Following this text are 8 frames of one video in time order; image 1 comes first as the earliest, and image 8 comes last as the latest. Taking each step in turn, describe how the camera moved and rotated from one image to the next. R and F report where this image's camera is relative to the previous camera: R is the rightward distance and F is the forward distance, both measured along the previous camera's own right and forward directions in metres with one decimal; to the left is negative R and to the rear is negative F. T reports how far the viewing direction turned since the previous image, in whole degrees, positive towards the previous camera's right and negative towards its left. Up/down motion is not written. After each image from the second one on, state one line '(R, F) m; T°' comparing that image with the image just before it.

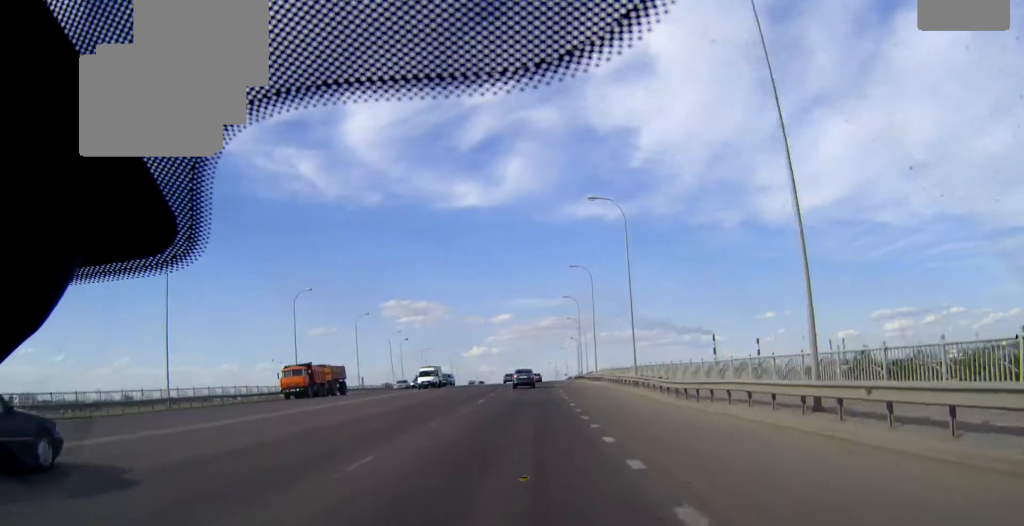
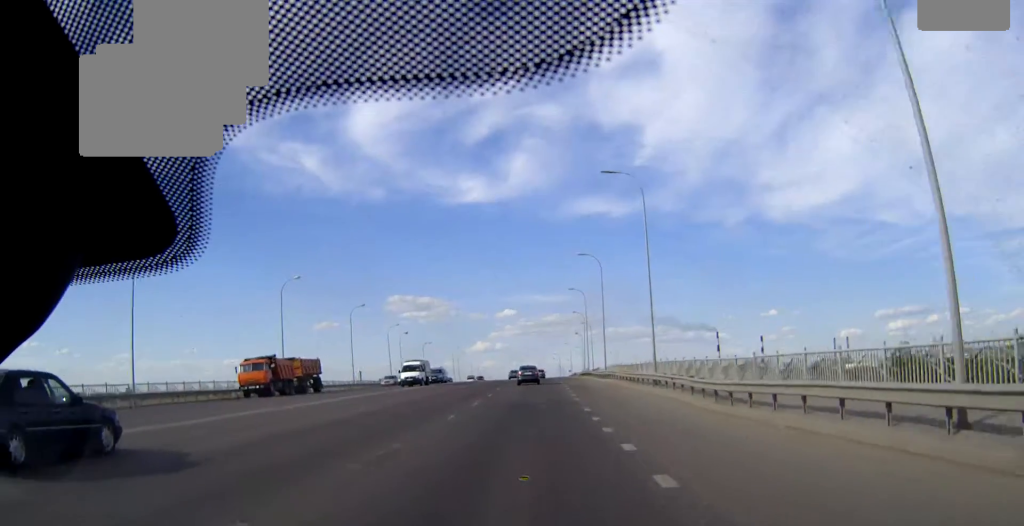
(0.0, +5.6) m; 0°
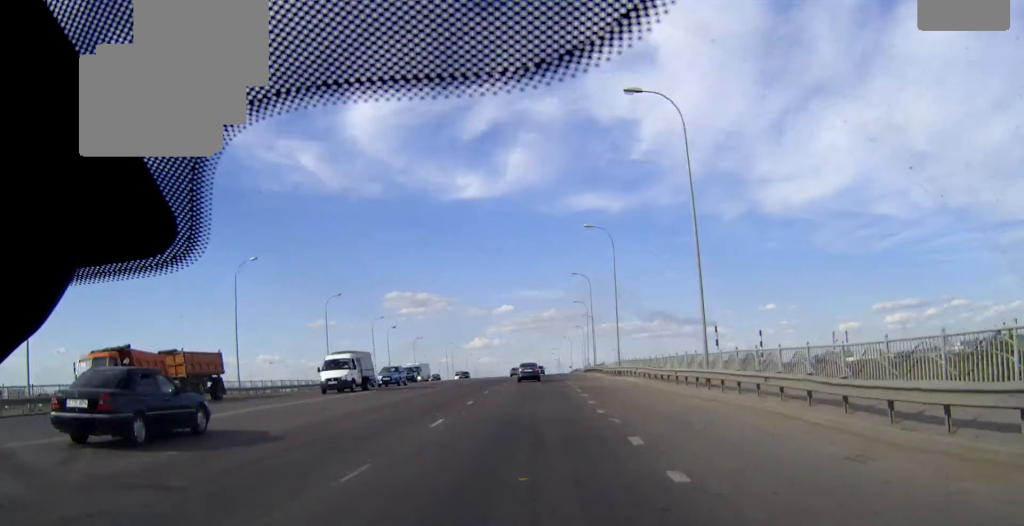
(0.0, +11.8) m; 0°
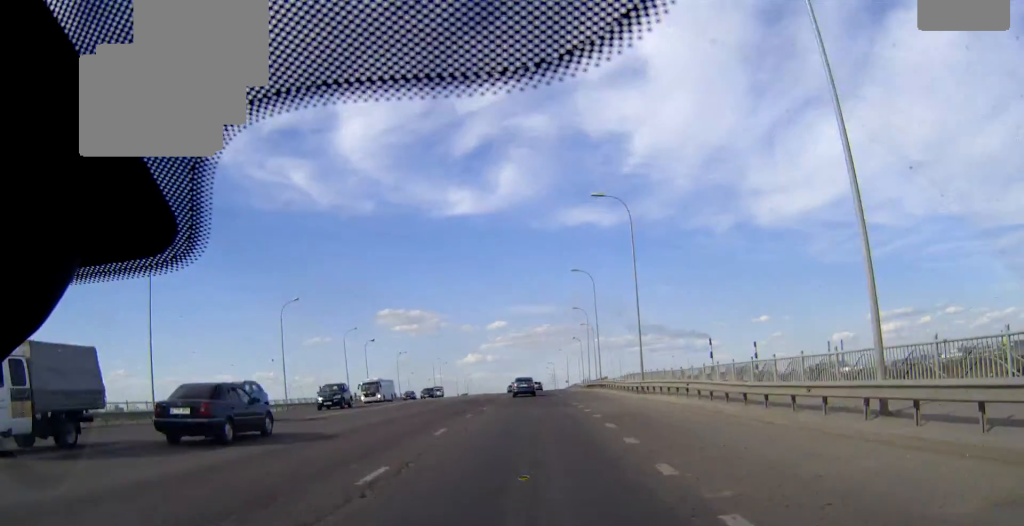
(0.0, +14.6) m; 0°
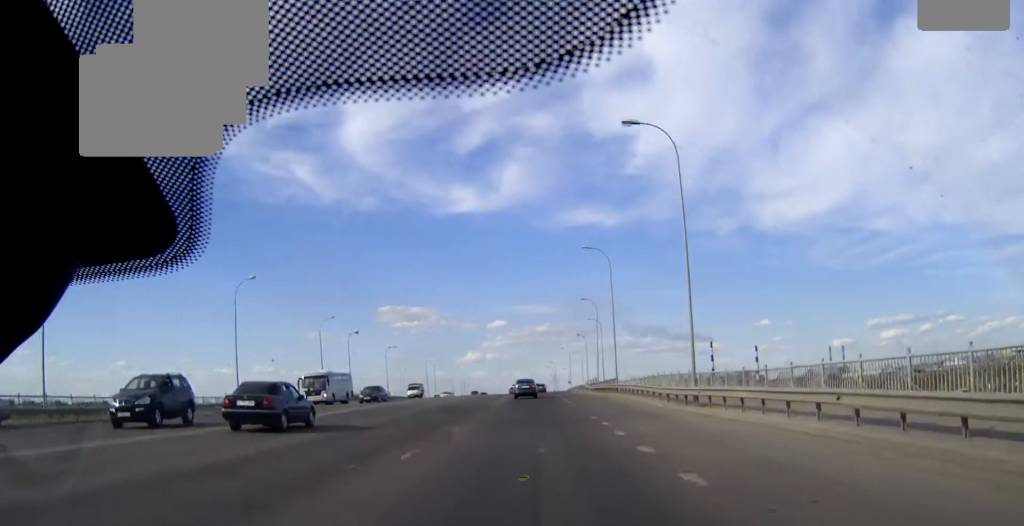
(0.0, +13.3) m; 0°
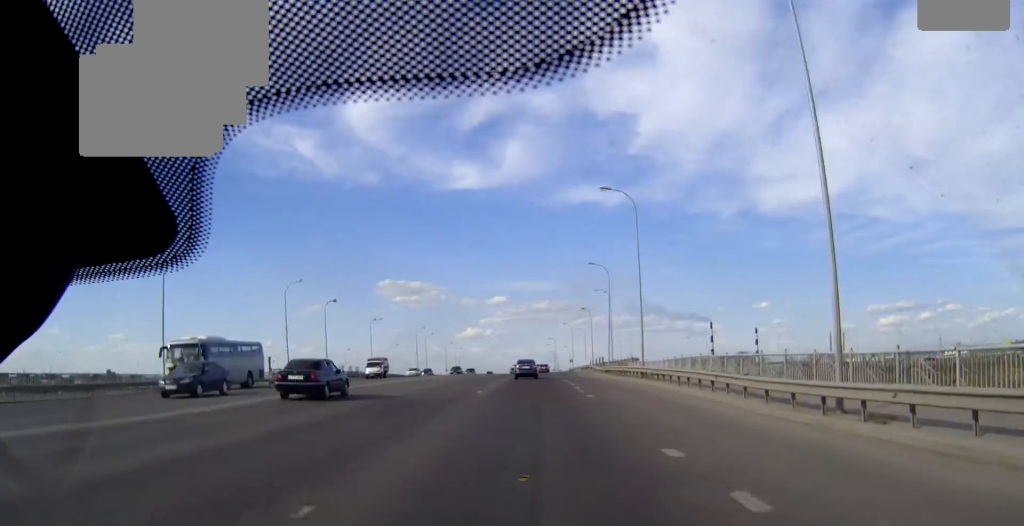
(0.0, +14.2) m; 0°
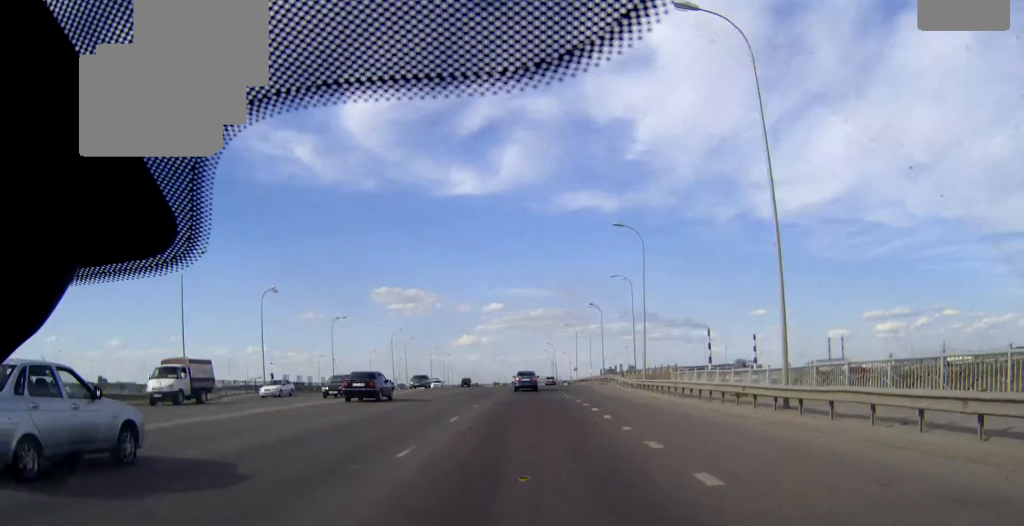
(+0.1, +25.9) m; 0°
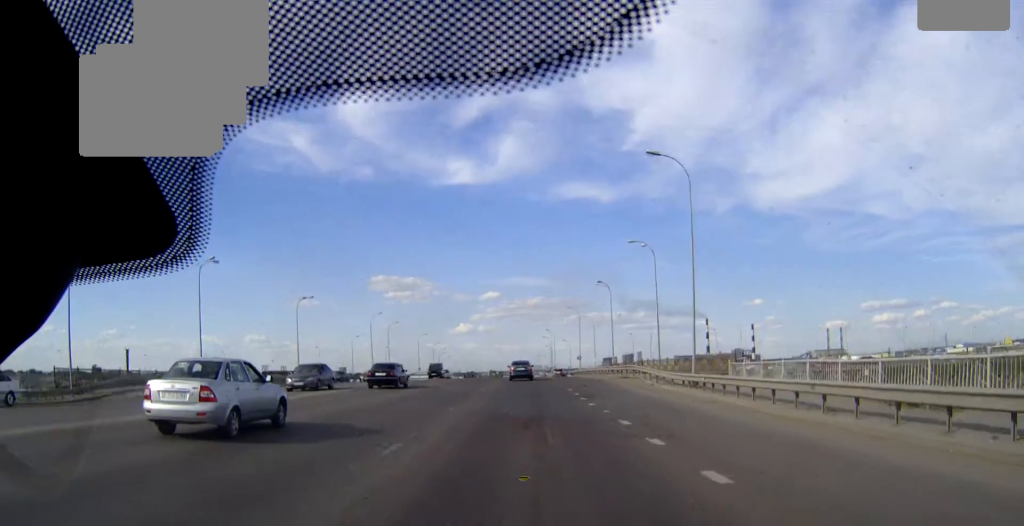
(+0.1, +16.3) m; +1°
